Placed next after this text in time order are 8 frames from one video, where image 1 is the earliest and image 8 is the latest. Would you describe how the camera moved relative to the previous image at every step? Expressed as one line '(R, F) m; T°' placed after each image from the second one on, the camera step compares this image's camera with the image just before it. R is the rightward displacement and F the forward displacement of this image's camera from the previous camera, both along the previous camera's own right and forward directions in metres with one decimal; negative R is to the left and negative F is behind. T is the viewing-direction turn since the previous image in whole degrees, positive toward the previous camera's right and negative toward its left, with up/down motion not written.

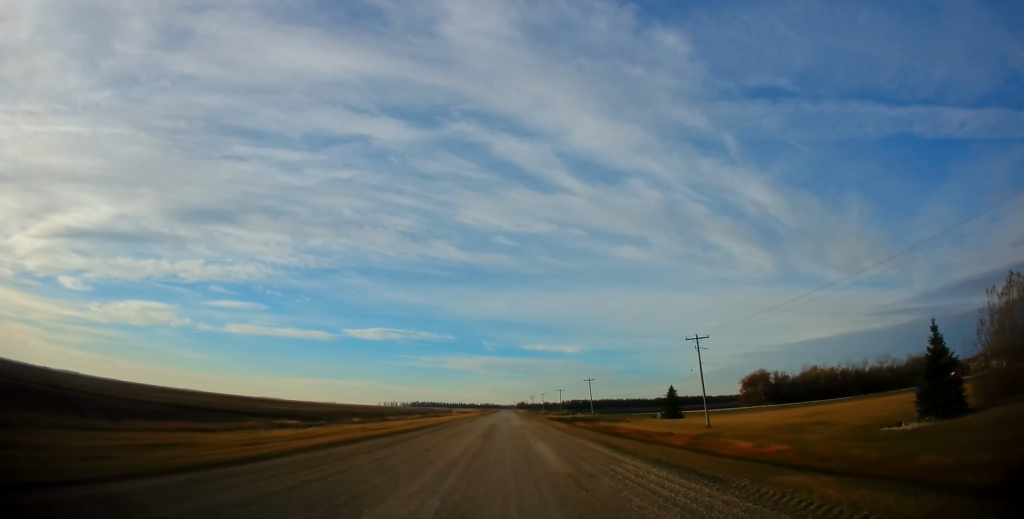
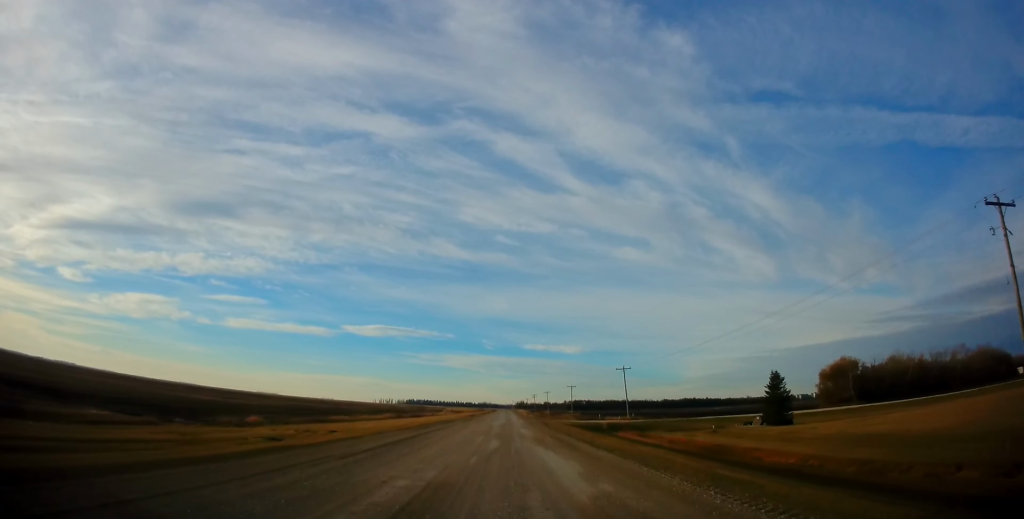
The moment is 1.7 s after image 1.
(+1.9, +42.7) m; +1°
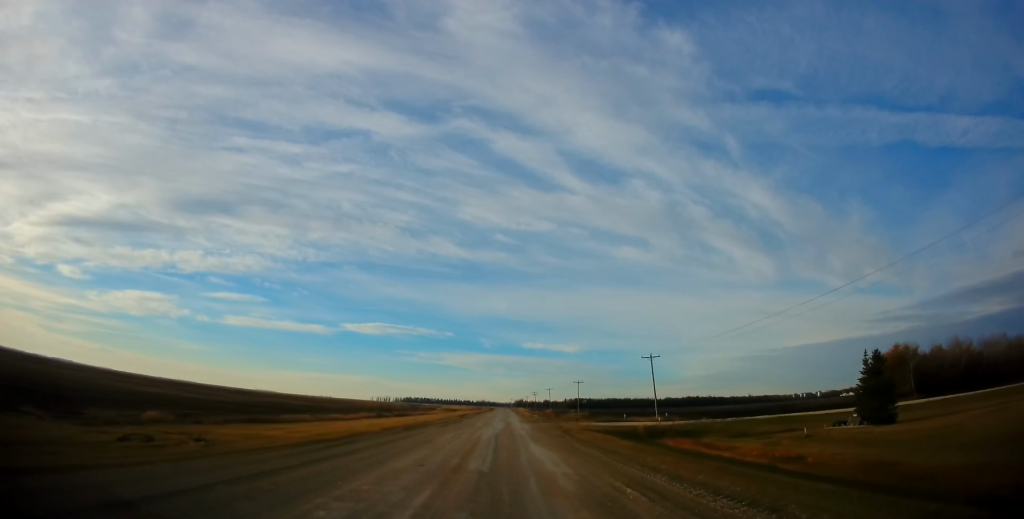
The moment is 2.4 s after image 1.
(-0.5, +18.9) m; -1°
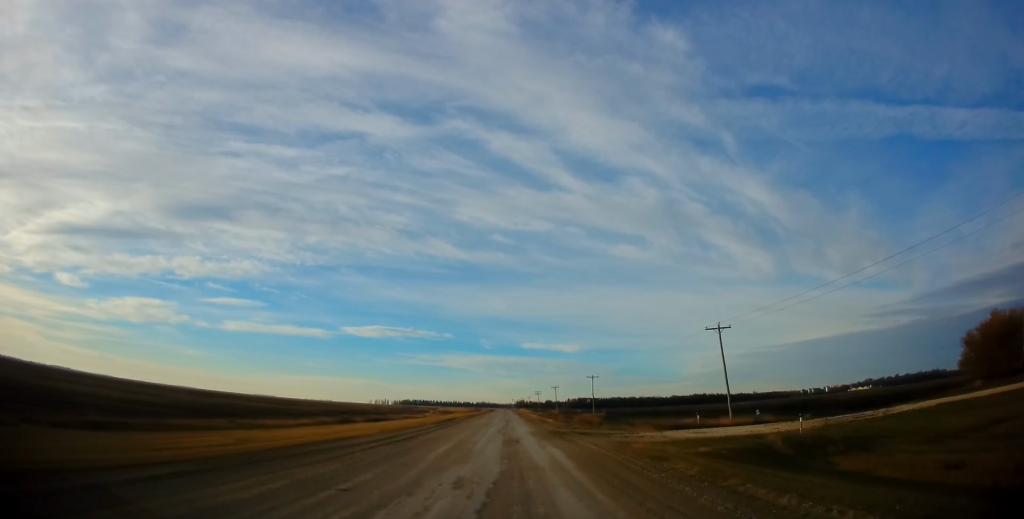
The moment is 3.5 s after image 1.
(0.0, +24.9) m; -1°
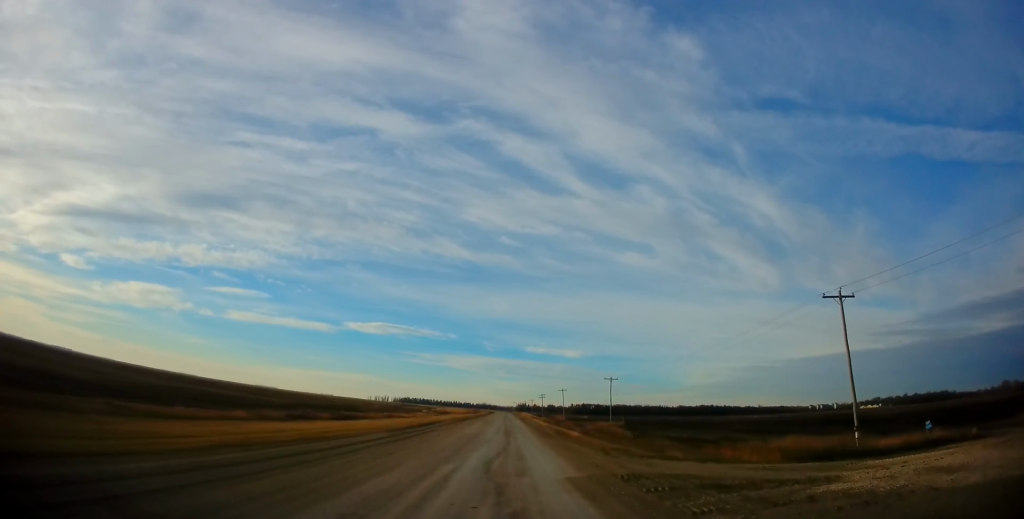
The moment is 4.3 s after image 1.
(-0.2, +18.8) m; 0°
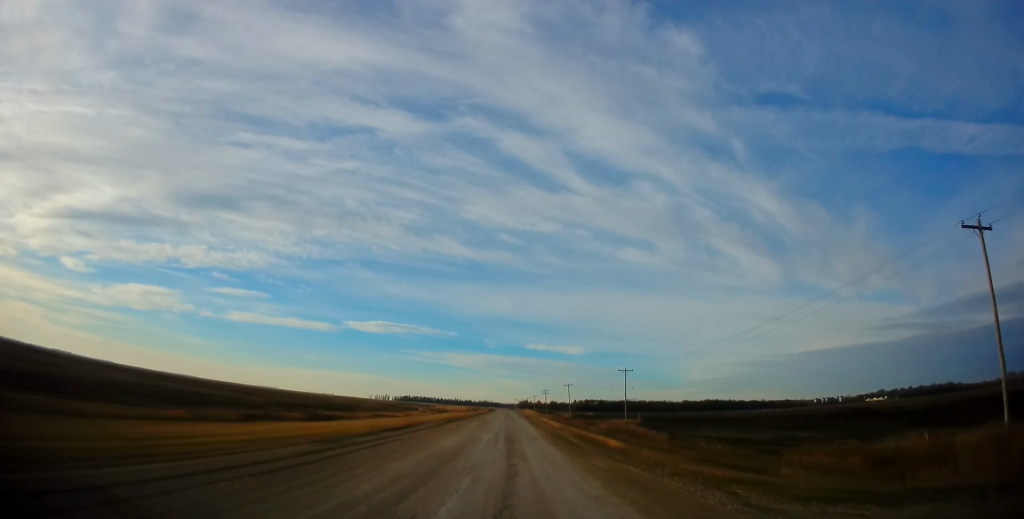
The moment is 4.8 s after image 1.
(-0.1, +11.6) m; 0°
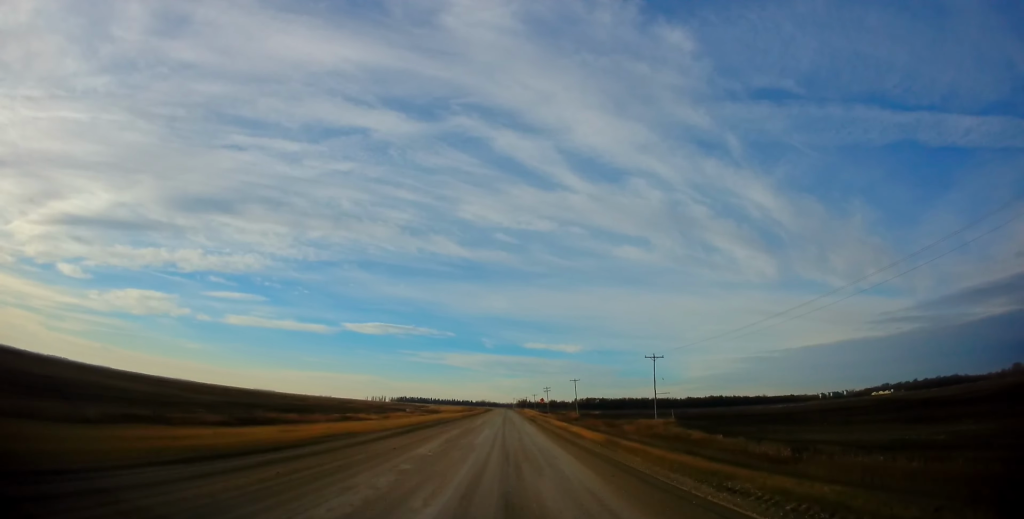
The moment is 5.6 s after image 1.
(+0.2, +19.1) m; +1°
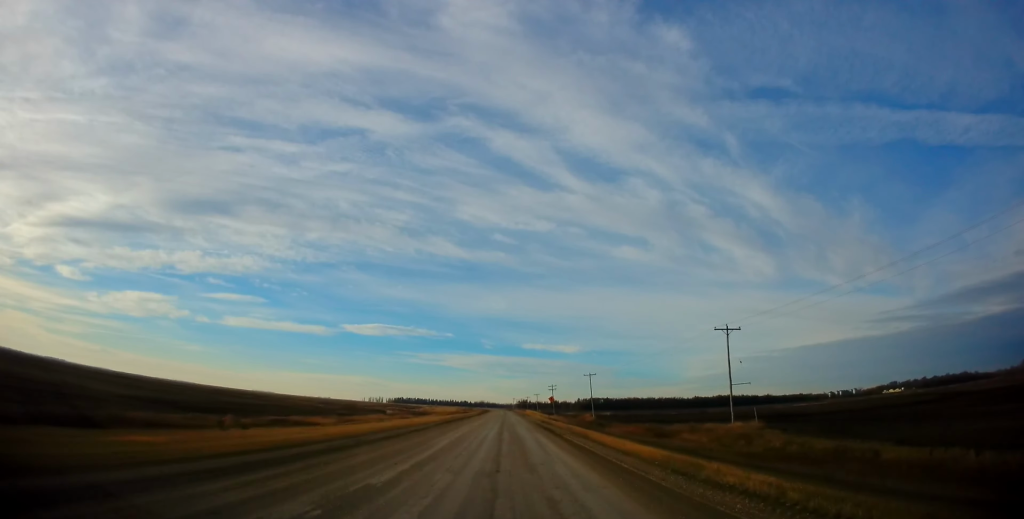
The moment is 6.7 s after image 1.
(+0.2, +23.7) m; 0°
